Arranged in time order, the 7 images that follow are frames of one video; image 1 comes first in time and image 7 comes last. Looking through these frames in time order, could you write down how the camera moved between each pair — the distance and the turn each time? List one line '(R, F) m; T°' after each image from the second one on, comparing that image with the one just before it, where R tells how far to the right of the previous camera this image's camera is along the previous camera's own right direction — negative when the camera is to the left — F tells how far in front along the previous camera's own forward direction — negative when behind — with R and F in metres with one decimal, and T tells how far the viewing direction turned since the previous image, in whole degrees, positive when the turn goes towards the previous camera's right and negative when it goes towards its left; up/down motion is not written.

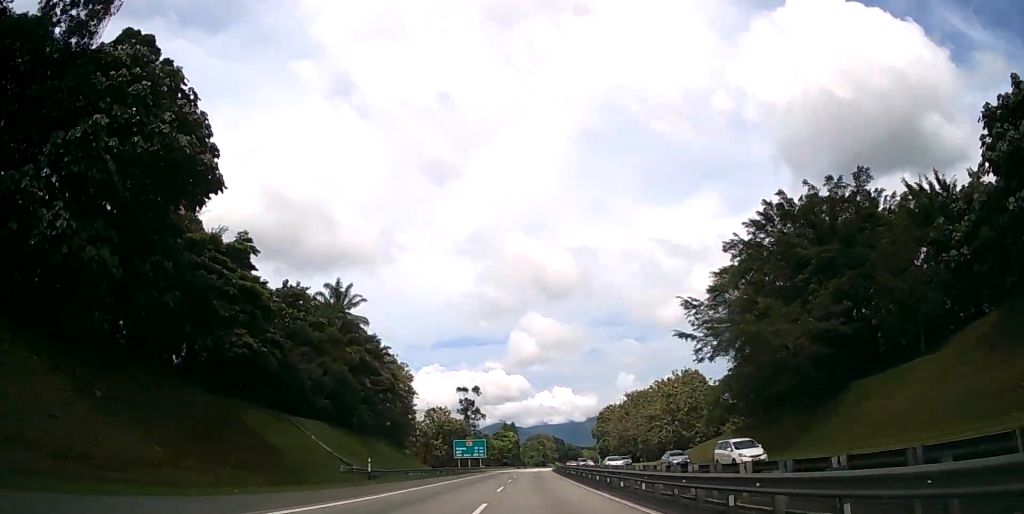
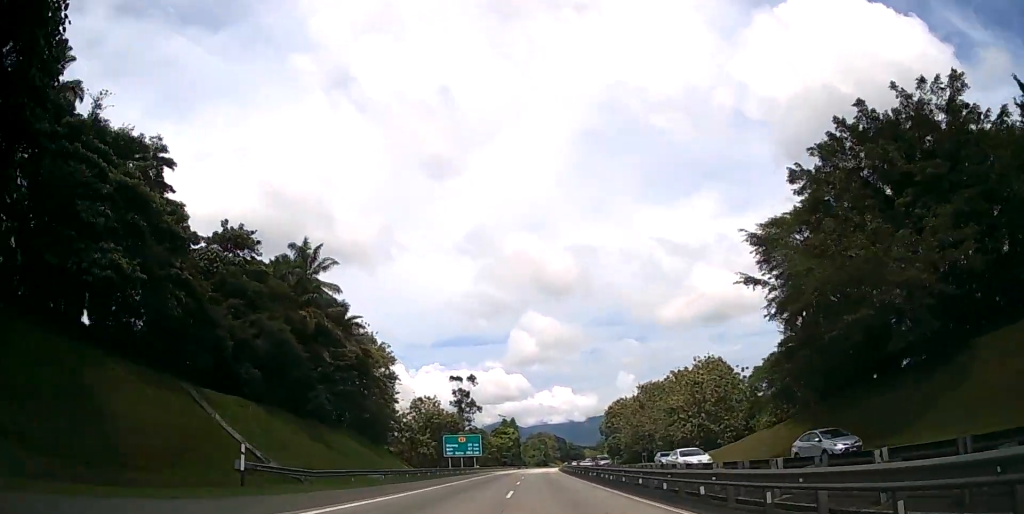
(0.0, +16.7) m; 0°
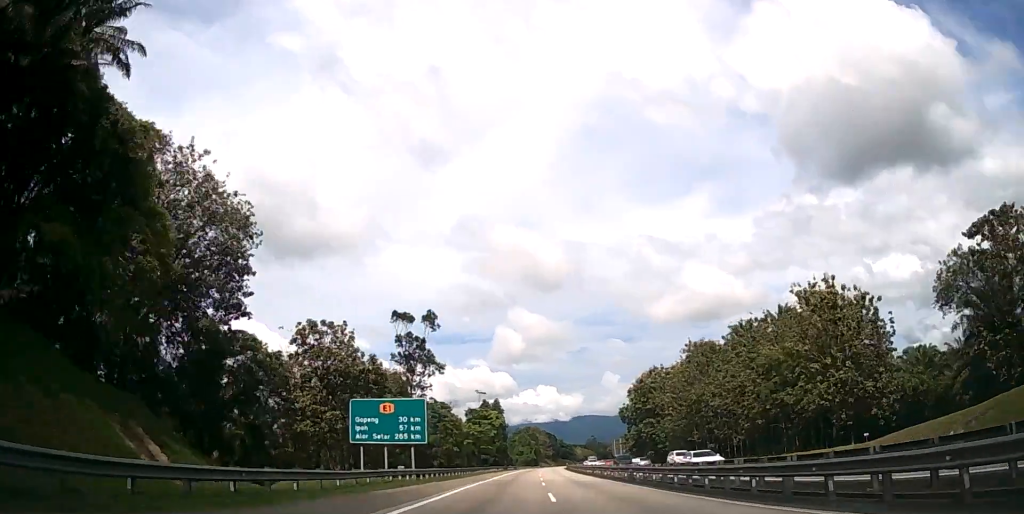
(+0.2, +50.0) m; +1°
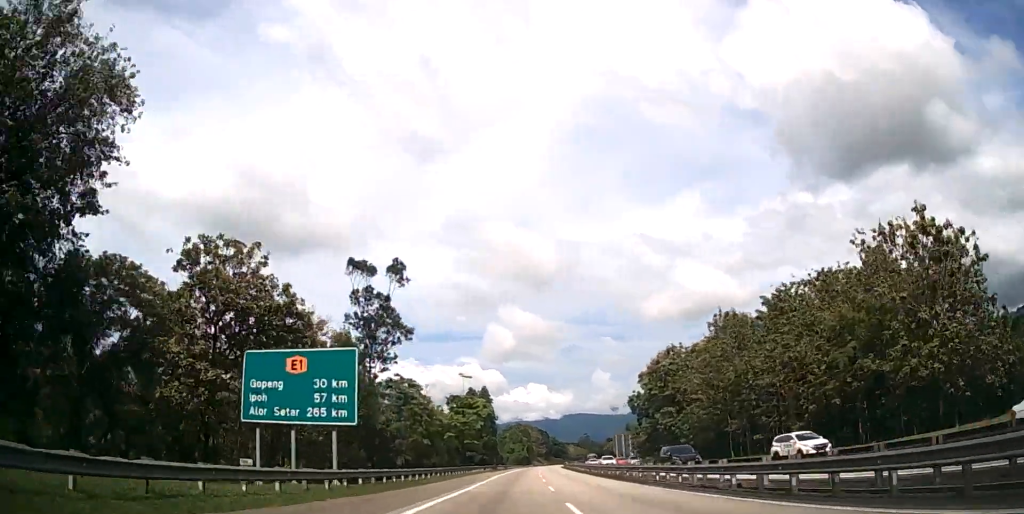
(0.0, +17.9) m; +1°
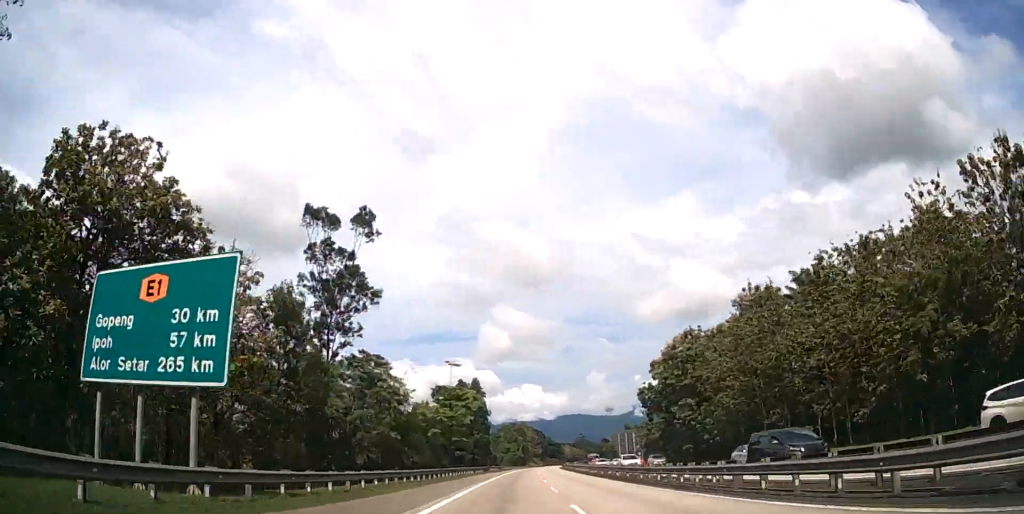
(+0.1, +11.9) m; +1°
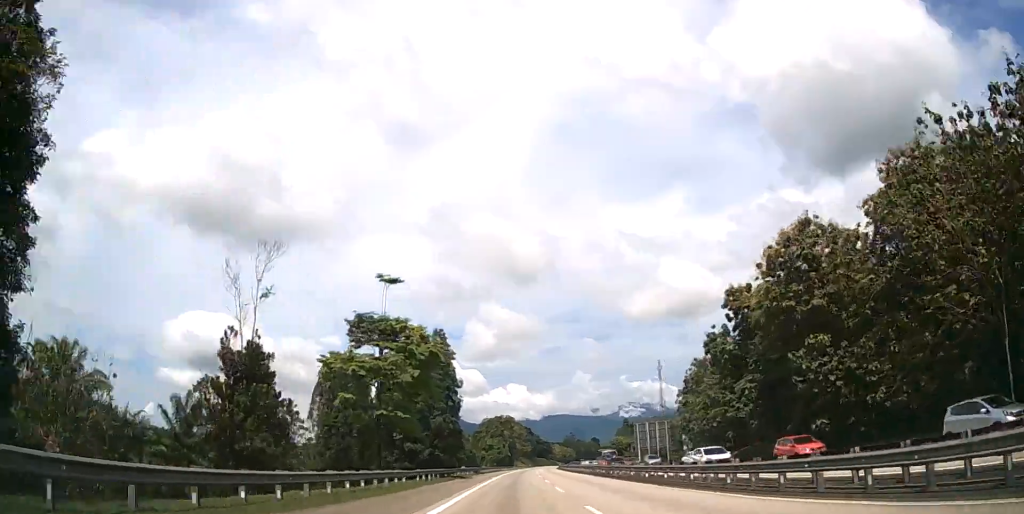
(+0.6, +37.0) m; +2°
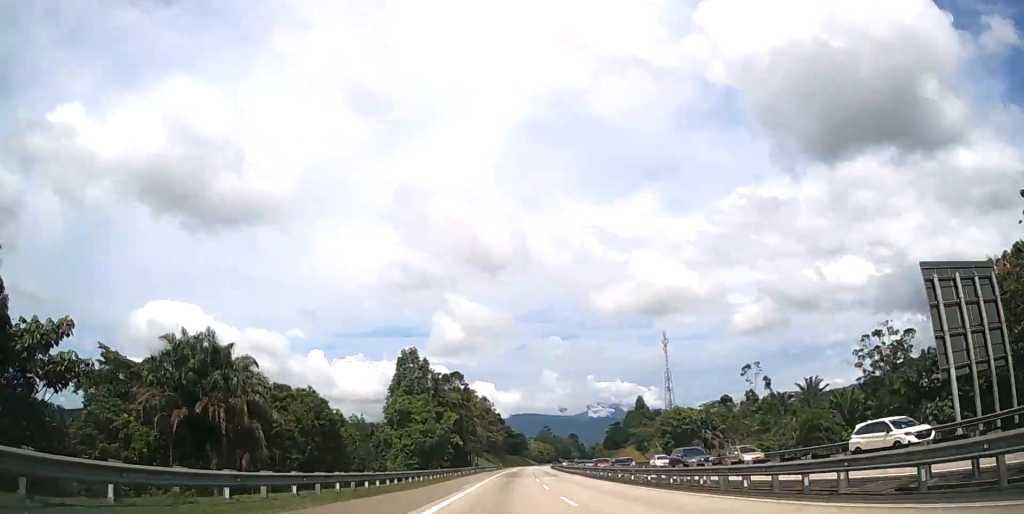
(+2.6, +90.7) m; +3°
